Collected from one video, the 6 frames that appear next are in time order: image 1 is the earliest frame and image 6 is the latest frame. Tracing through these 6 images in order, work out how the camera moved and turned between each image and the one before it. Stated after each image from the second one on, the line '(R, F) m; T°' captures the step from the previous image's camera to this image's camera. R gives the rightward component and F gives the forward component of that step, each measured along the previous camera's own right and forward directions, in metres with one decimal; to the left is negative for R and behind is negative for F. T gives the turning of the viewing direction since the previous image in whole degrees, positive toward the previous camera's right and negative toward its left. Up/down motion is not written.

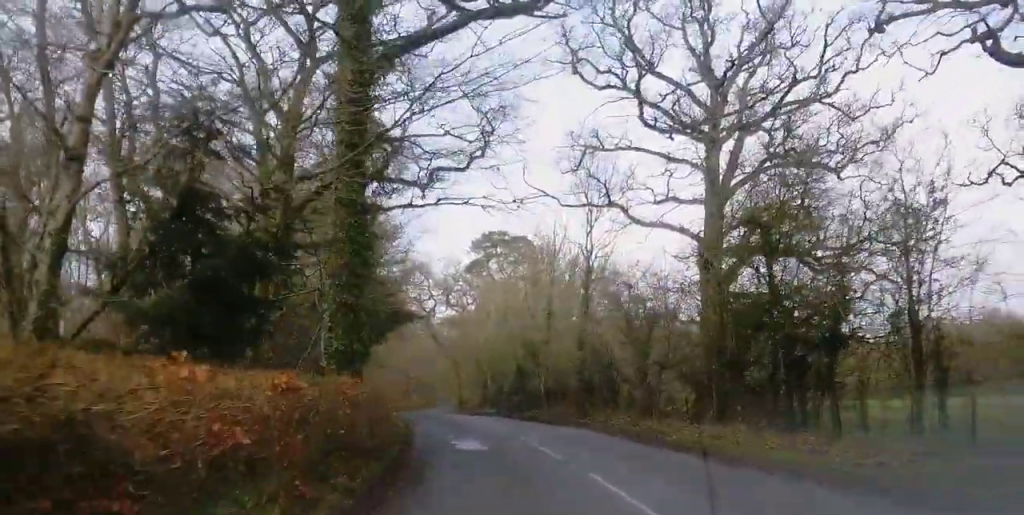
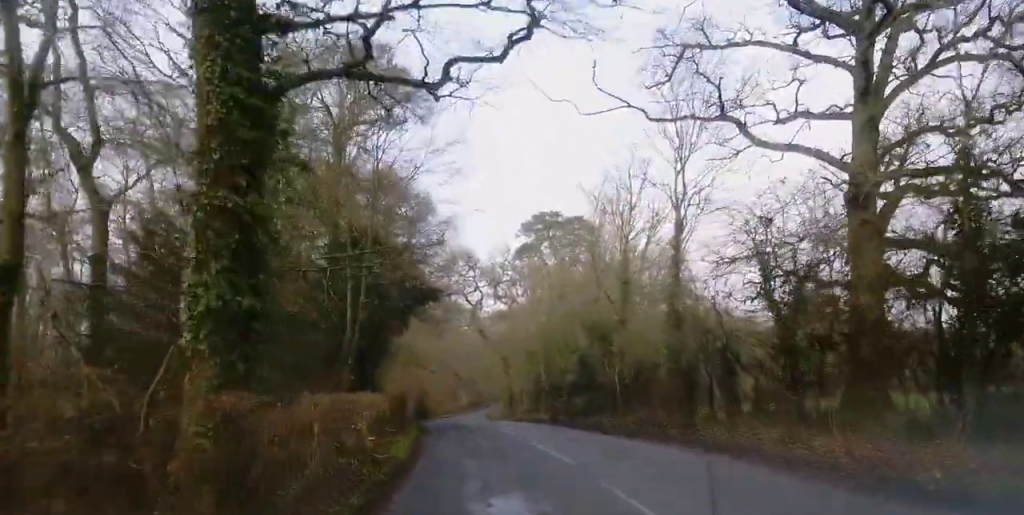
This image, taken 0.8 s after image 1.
(-0.4, +10.0) m; -4°
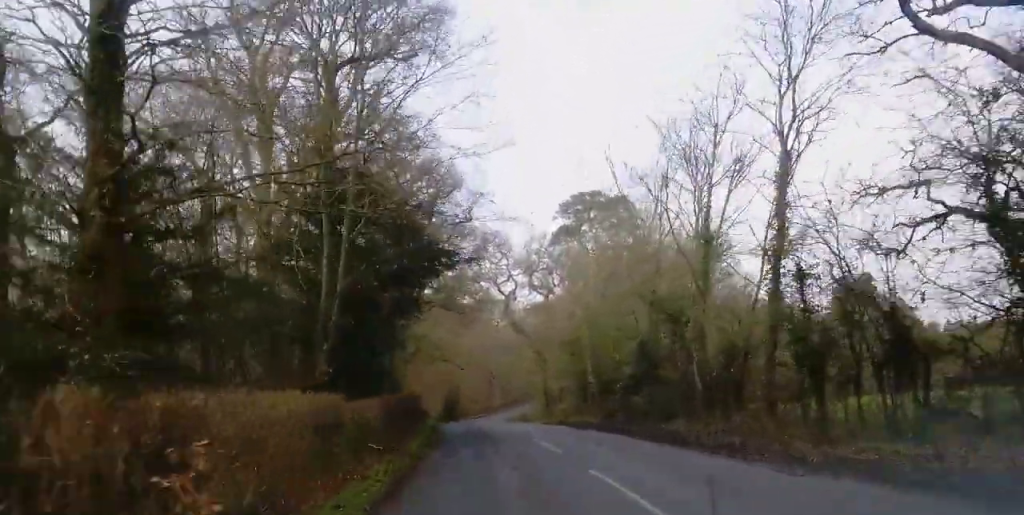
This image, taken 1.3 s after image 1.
(-0.1, +7.3) m; -3°
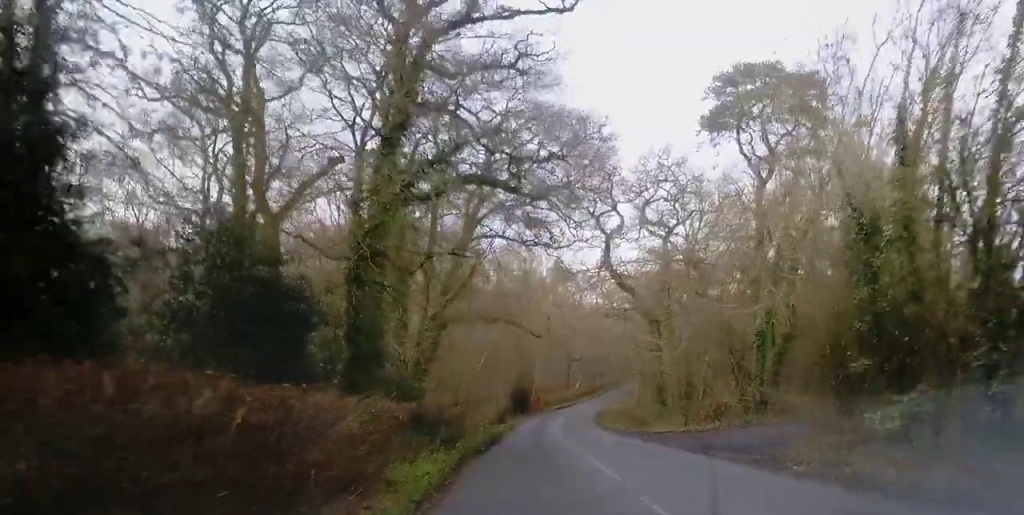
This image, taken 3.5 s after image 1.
(-1.7, +29.3) m; -7°
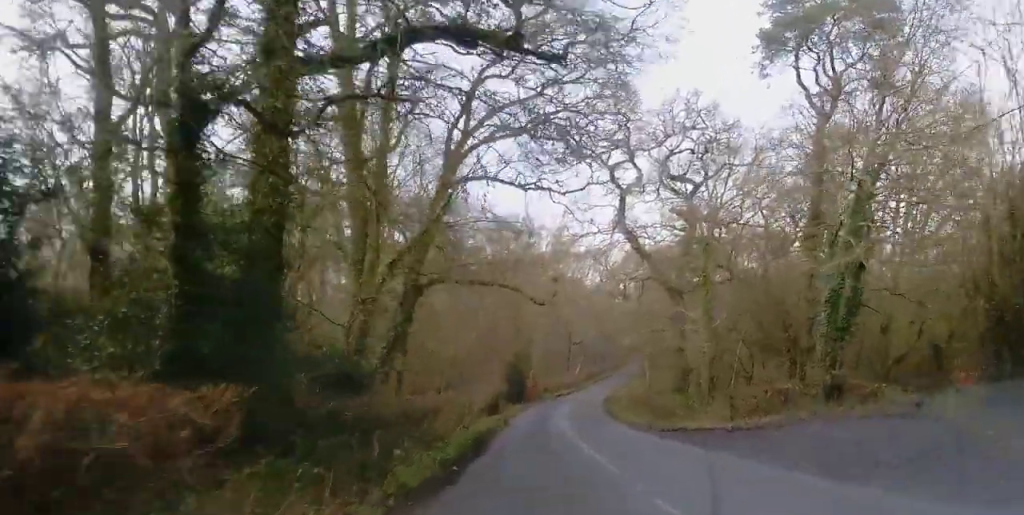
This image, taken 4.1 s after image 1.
(-0.1, +9.6) m; -4°
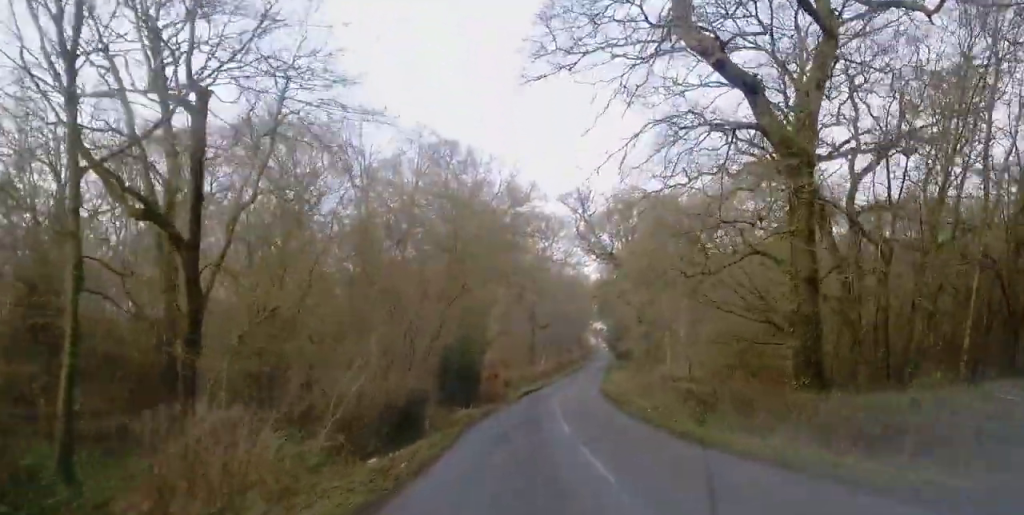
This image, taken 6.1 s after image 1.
(+3.1, +28.0) m; +11°
